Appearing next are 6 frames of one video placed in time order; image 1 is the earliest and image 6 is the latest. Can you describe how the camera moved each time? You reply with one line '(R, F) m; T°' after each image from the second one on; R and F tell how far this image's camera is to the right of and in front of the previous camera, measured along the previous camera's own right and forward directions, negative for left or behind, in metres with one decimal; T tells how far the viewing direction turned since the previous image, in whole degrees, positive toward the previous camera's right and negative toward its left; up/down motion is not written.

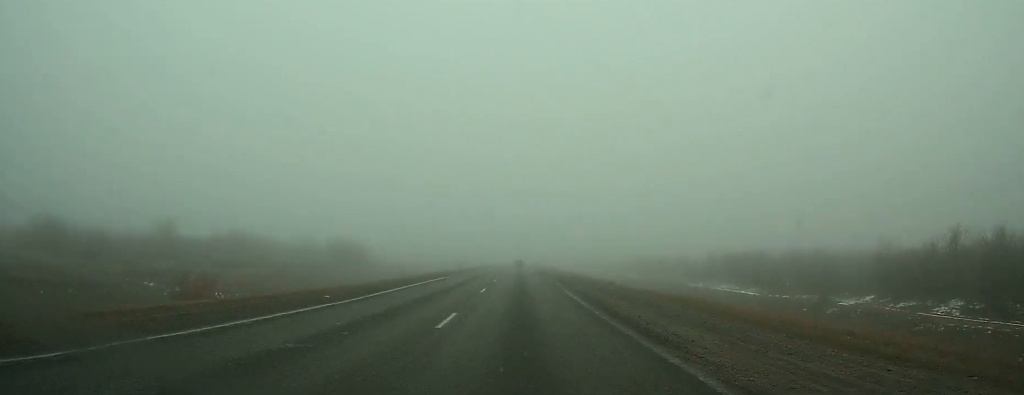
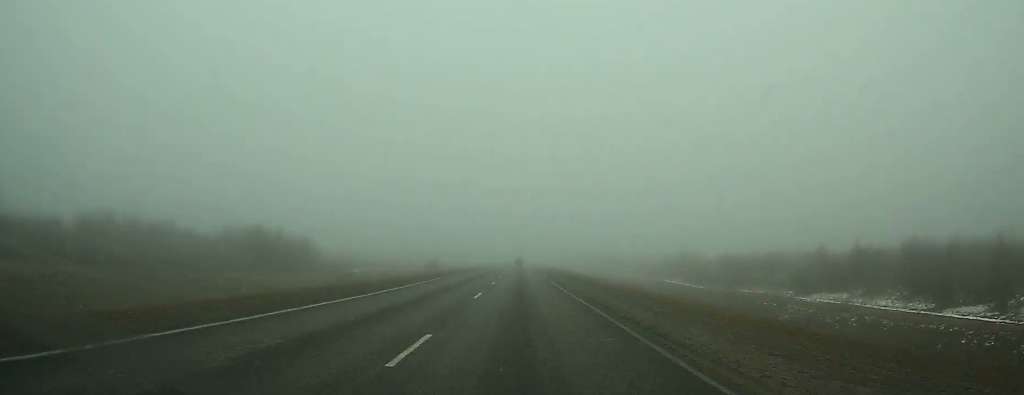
(0.0, +43.9) m; 0°
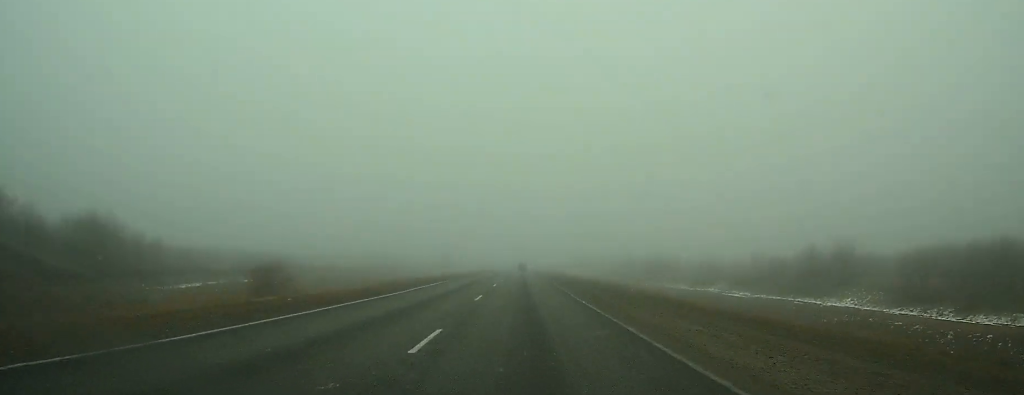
(0.0, +62.8) m; 0°
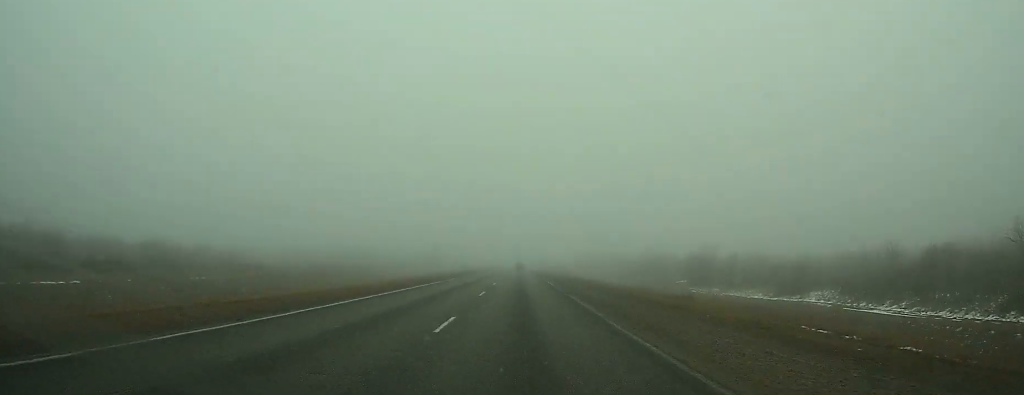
(+0.1, +33.7) m; 0°
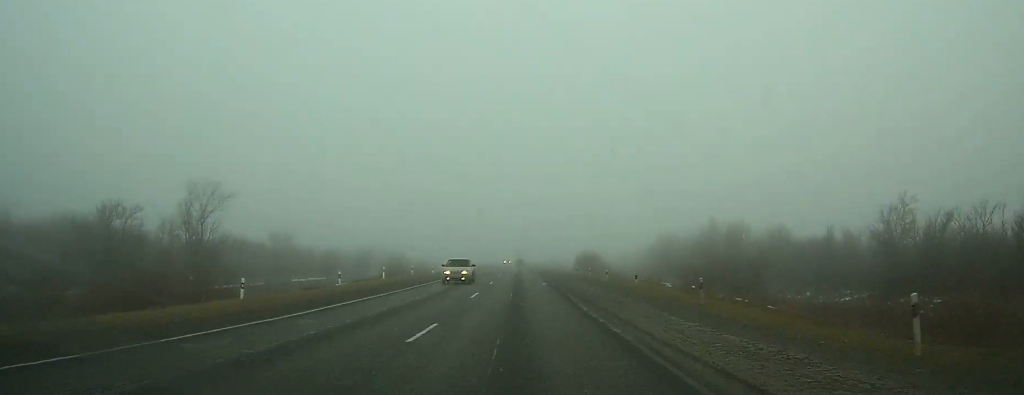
(+0.1, +156.2) m; 0°
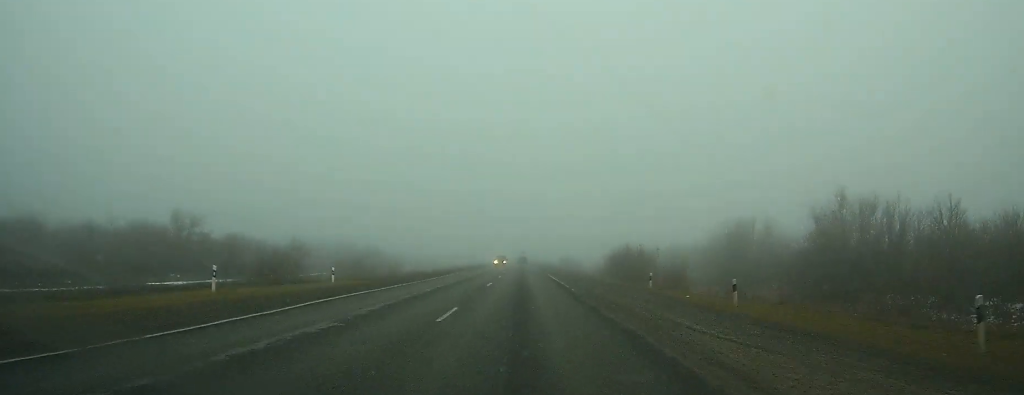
(0.0, +36.0) m; 0°
